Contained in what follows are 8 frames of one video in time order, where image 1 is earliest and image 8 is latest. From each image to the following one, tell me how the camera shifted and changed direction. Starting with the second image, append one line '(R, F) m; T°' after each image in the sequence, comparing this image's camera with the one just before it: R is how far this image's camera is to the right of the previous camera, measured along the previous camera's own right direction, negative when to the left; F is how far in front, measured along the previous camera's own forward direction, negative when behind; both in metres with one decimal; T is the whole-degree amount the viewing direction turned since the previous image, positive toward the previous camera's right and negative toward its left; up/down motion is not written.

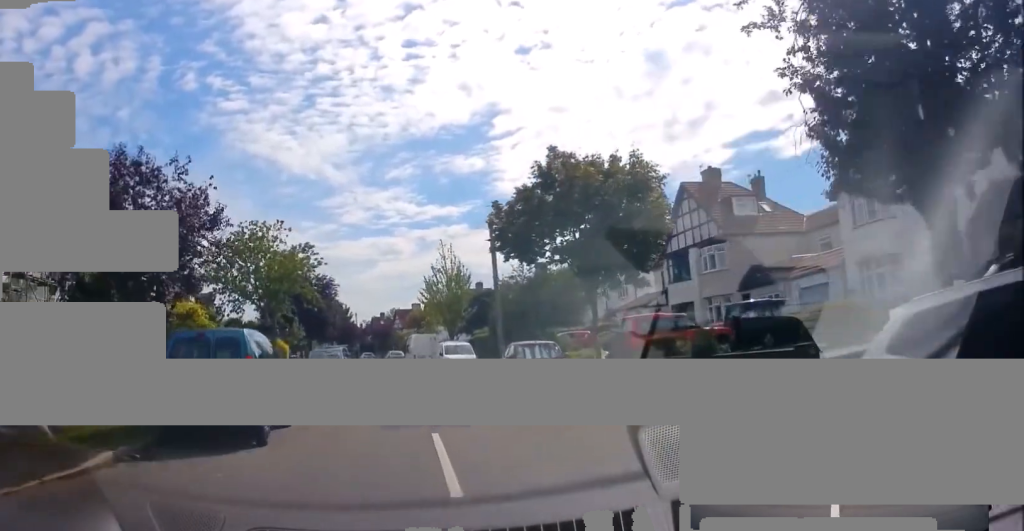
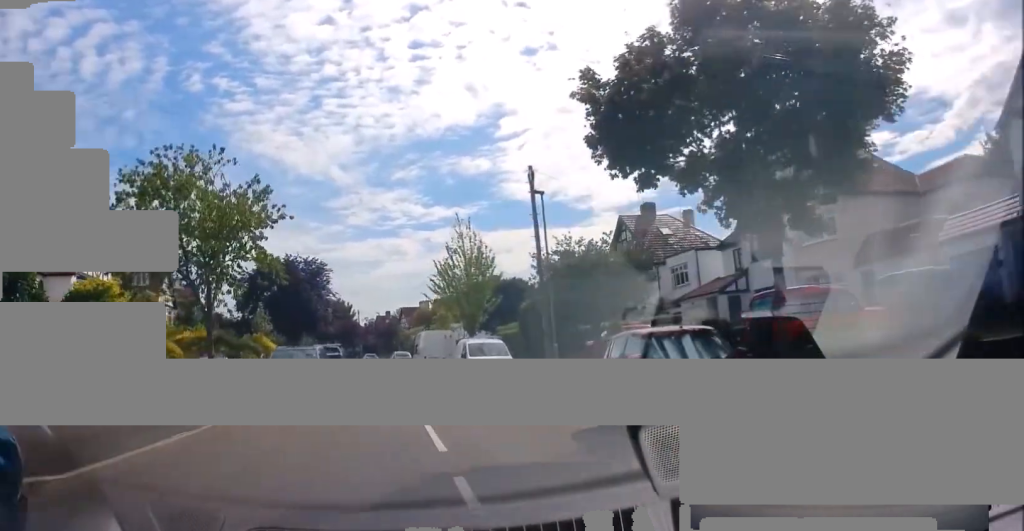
(0.0, +9.5) m; 0°
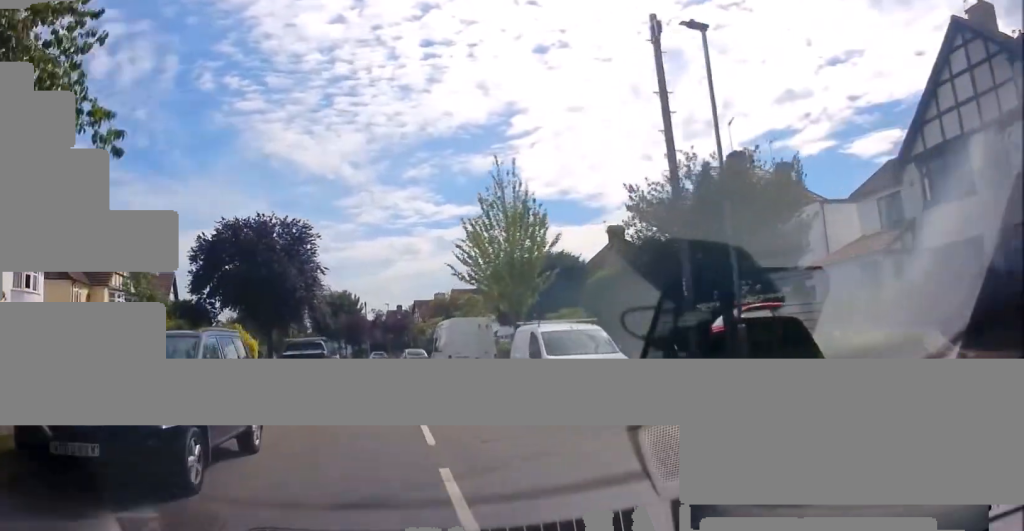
(+0.2, +11.8) m; +1°
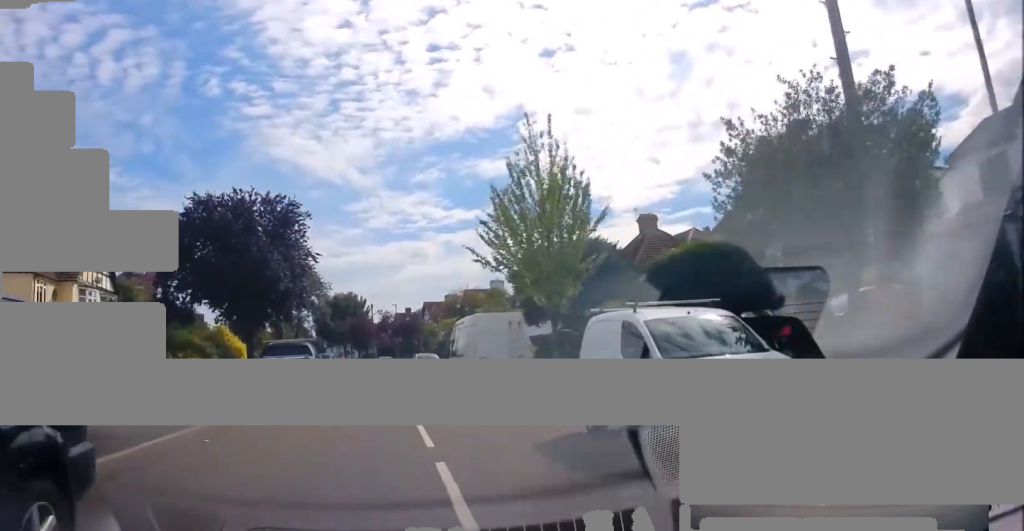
(+0.1, +5.6) m; -4°
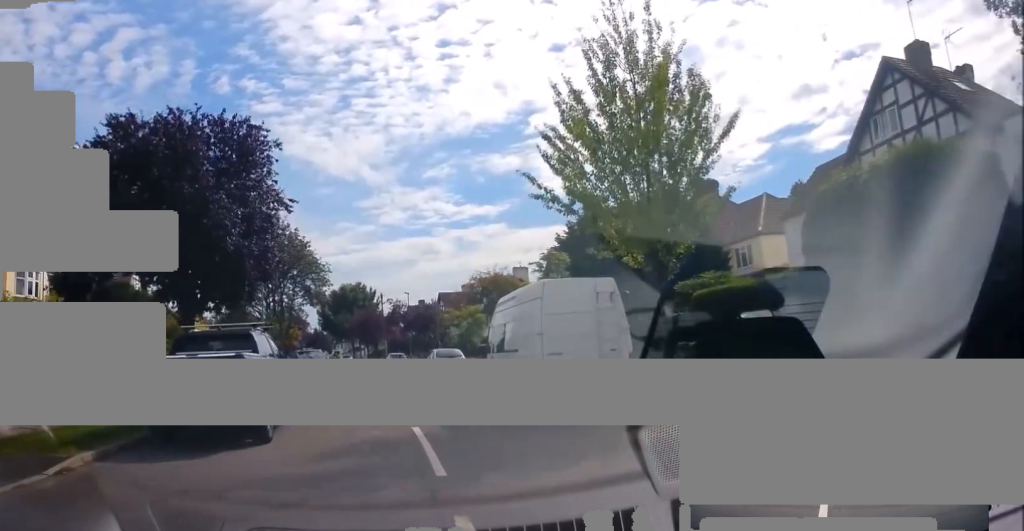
(-0.7, +8.3) m; -3°
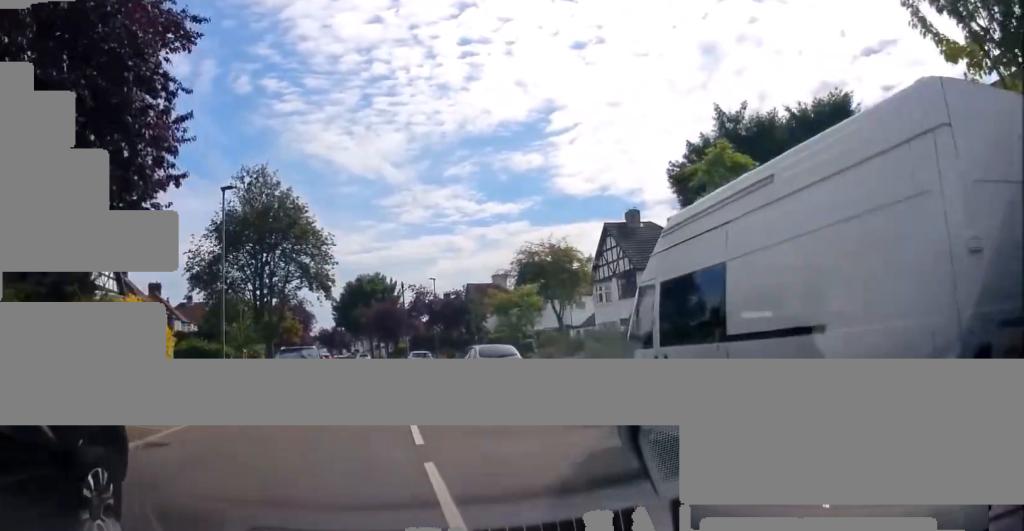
(+0.3, +9.4) m; +2°
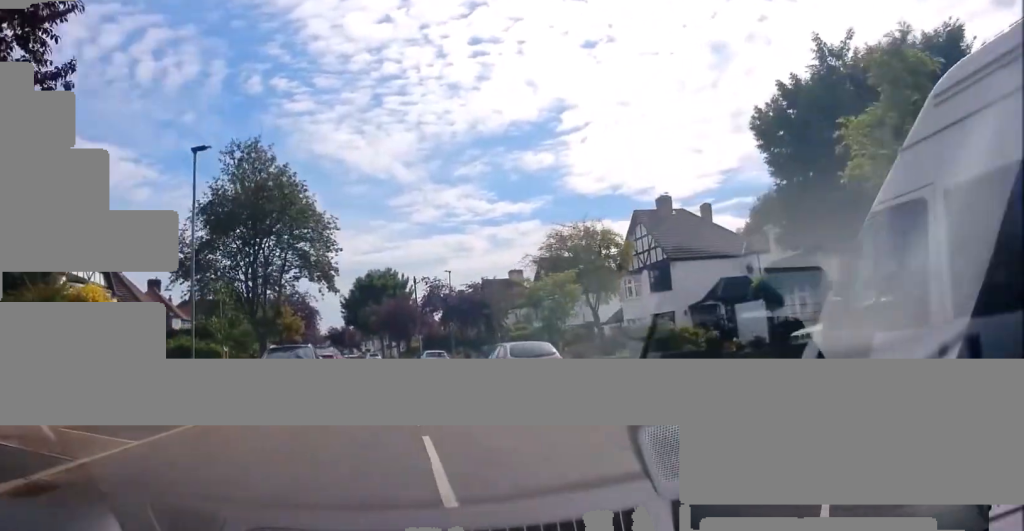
(0.0, +3.8) m; -1°
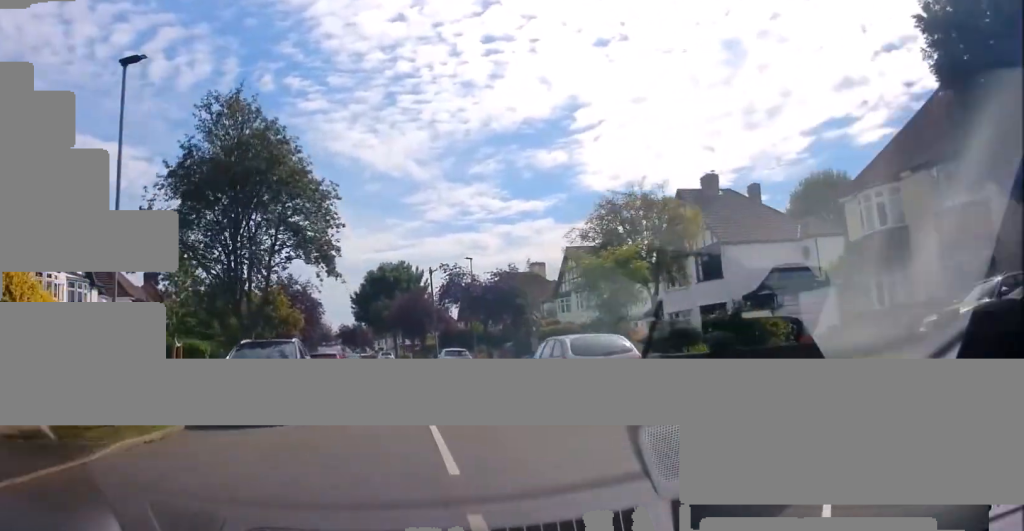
(0.0, +5.2) m; -3°
